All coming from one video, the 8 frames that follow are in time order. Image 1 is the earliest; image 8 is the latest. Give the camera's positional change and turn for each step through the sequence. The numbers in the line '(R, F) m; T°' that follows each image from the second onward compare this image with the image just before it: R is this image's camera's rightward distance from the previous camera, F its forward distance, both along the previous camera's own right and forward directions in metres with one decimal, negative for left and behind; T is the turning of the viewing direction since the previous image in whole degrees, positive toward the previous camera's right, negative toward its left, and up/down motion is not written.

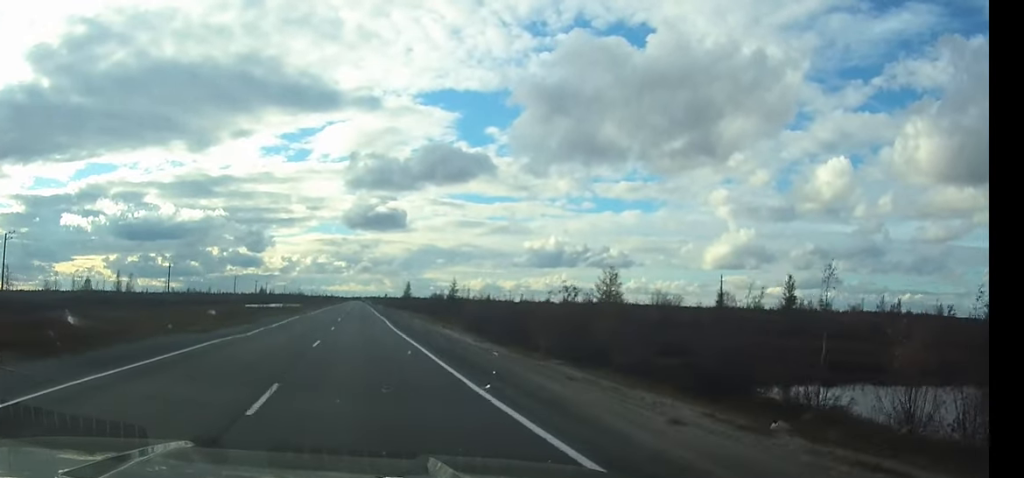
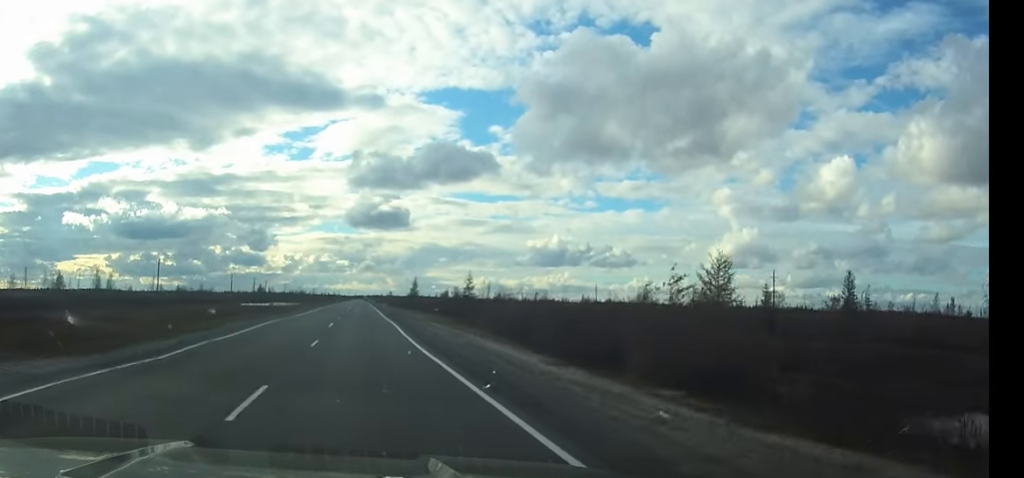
(0.0, +12.9) m; 0°
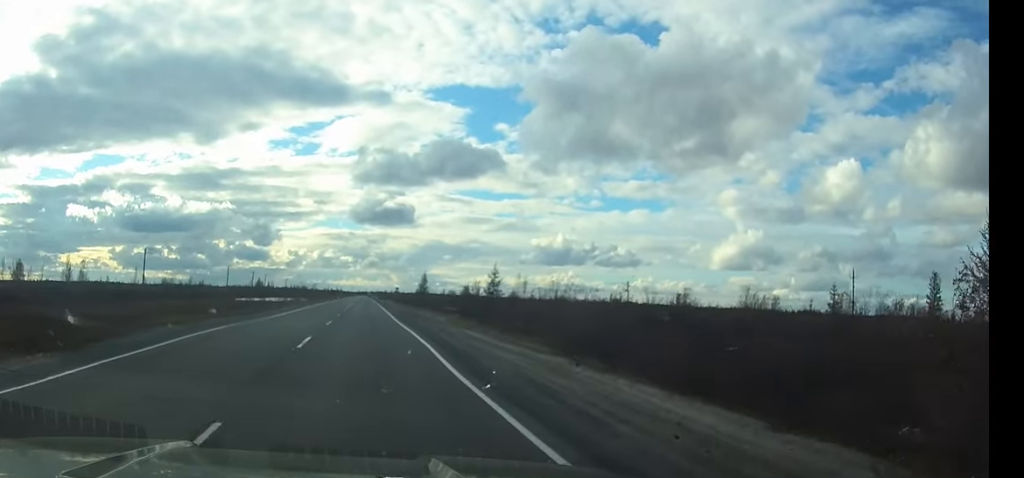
(0.0, +15.0) m; 0°
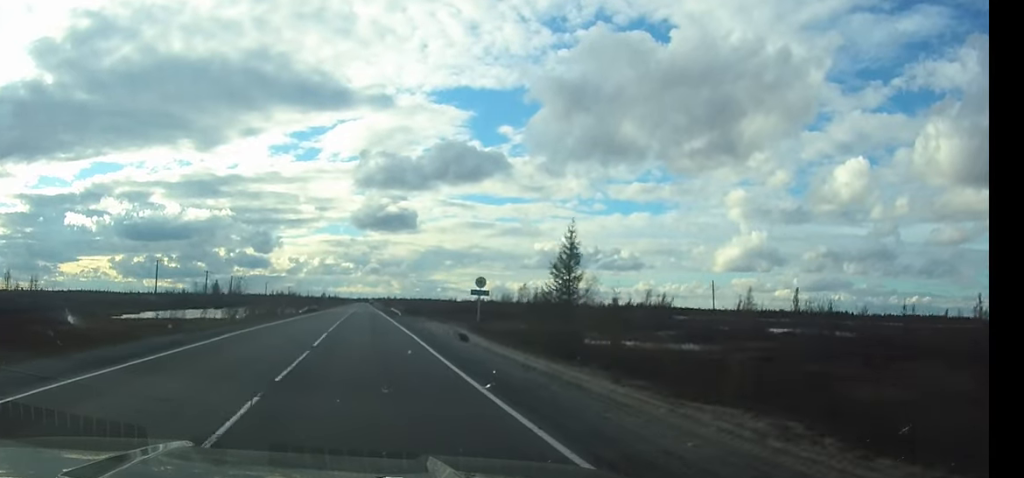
(-0.2, +96.2) m; 0°
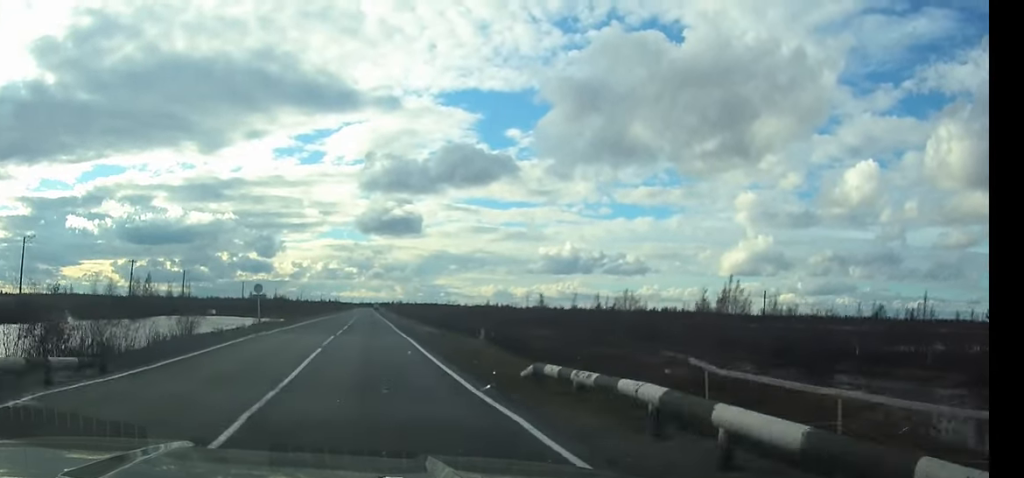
(-0.1, +82.0) m; 0°
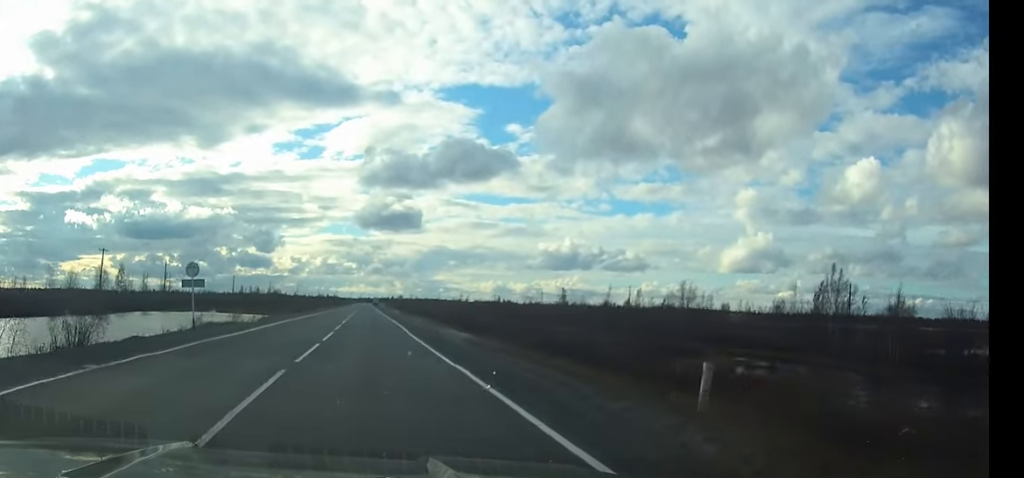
(0.0, +18.8) m; 0°
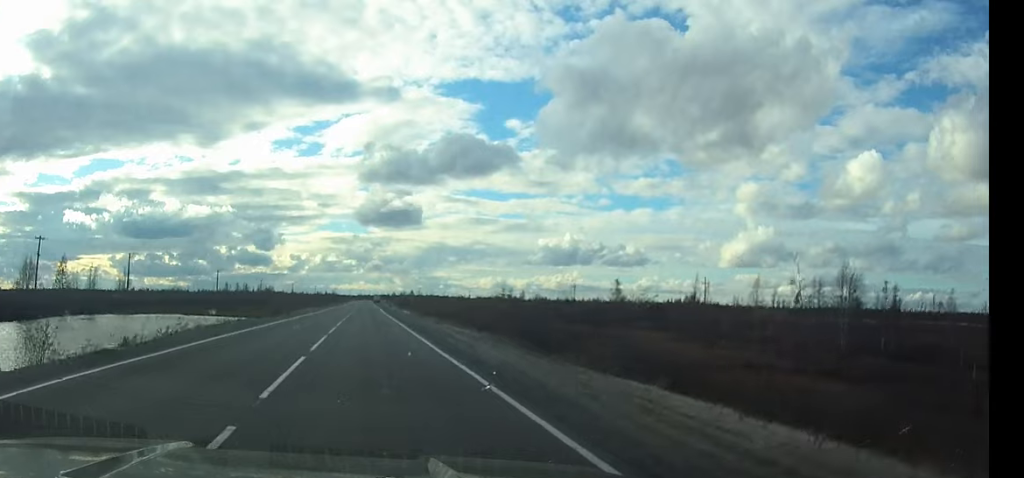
(0.0, +31.0) m; 0°
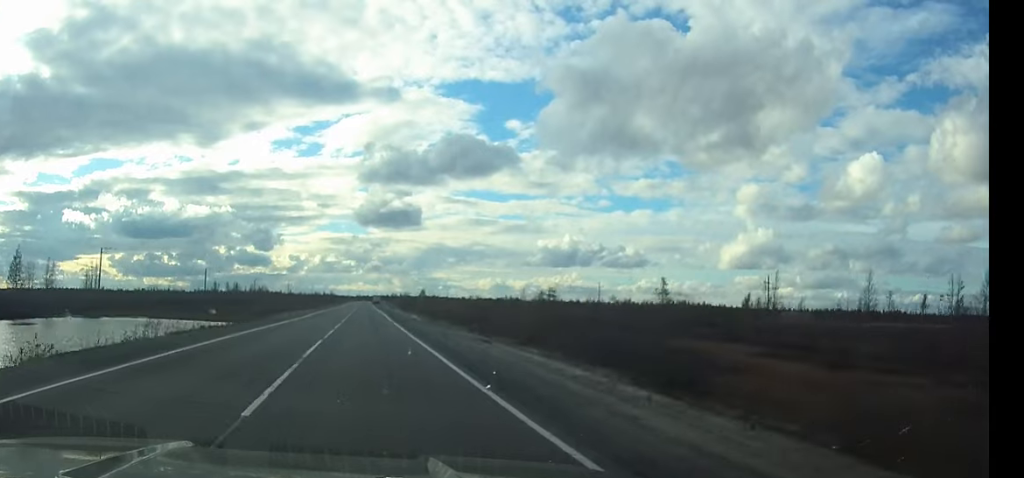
(0.0, +16.7) m; 0°
